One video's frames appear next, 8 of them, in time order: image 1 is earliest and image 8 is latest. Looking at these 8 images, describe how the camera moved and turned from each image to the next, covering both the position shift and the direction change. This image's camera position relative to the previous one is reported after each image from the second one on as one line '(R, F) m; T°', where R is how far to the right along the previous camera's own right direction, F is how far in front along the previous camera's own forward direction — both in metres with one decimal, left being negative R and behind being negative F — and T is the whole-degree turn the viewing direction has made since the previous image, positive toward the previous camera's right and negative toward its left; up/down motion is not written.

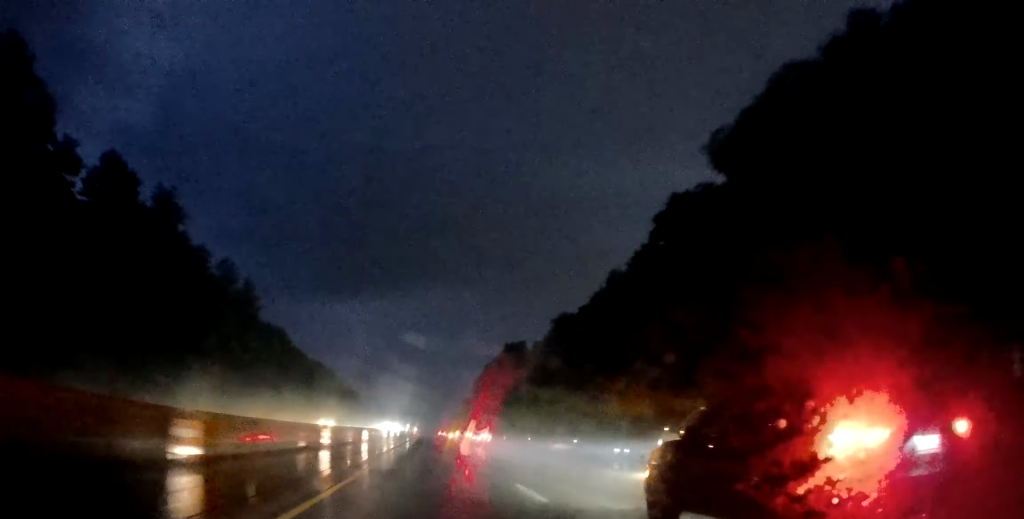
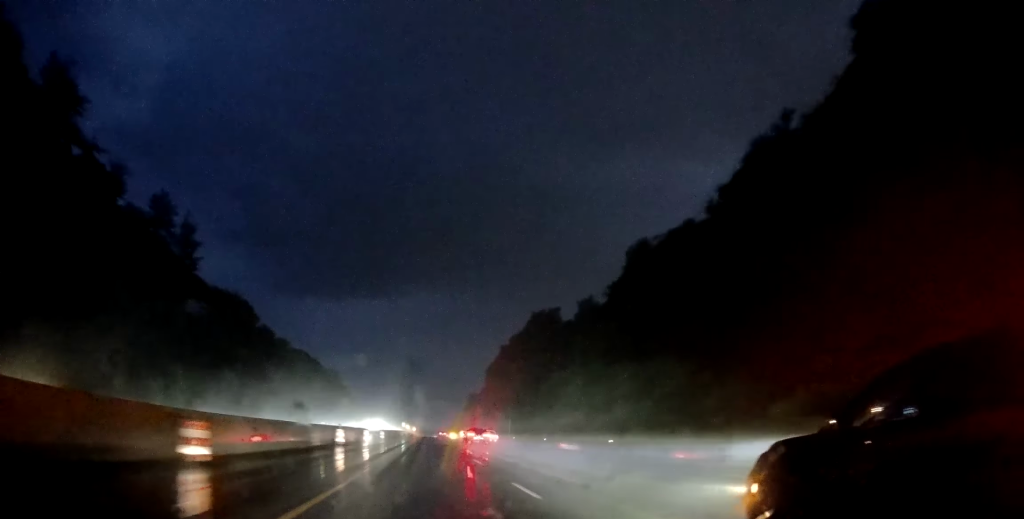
(-0.1, +36.2) m; 0°
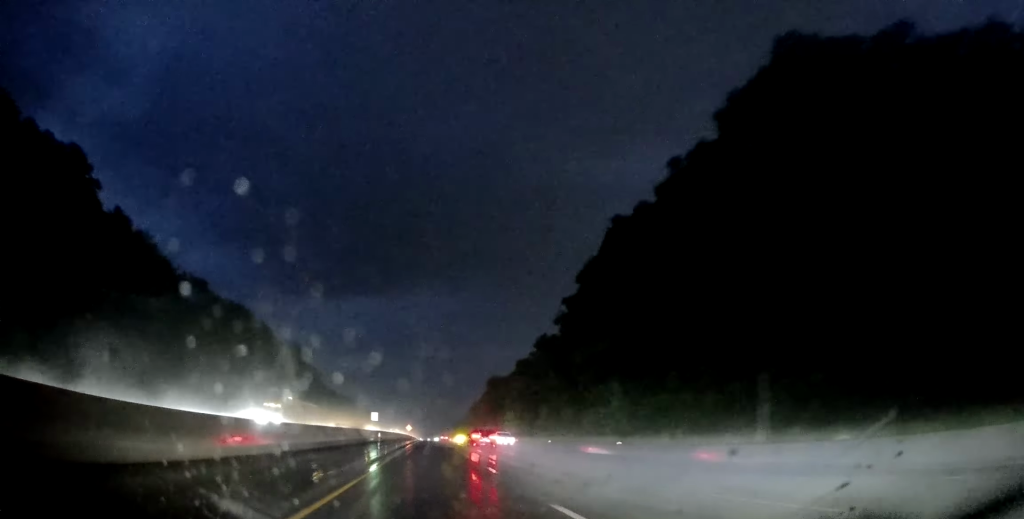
(-0.3, +76.7) m; 0°
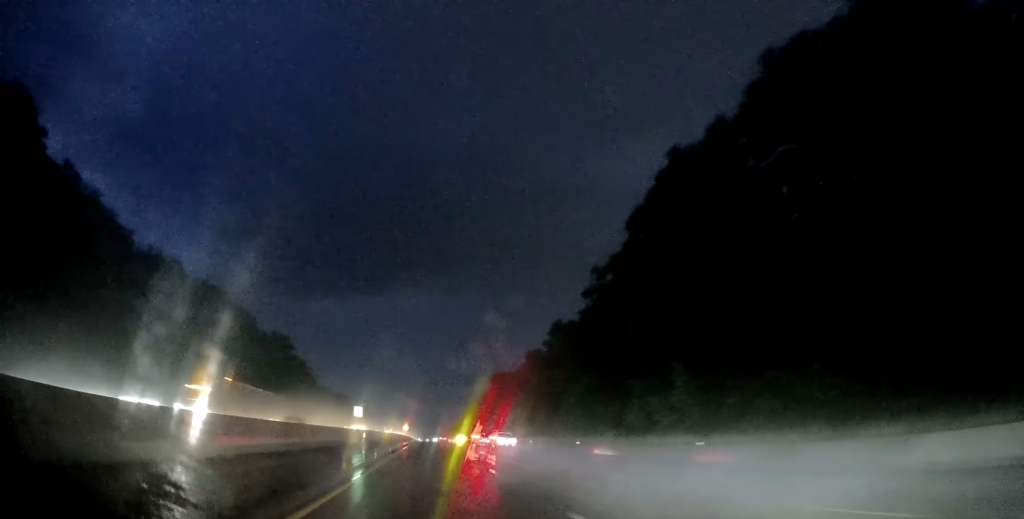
(0.0, +13.2) m; 0°
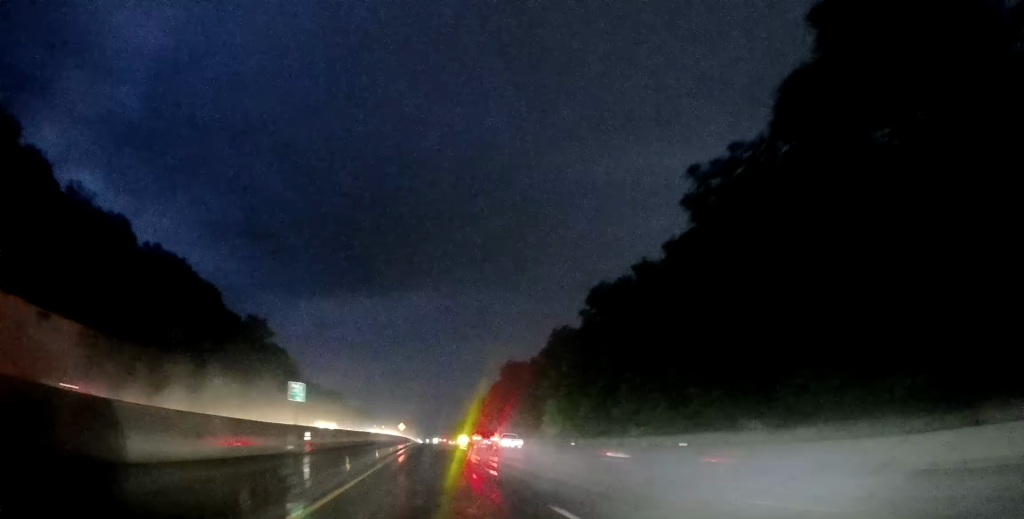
(0.0, +22.2) m; +1°
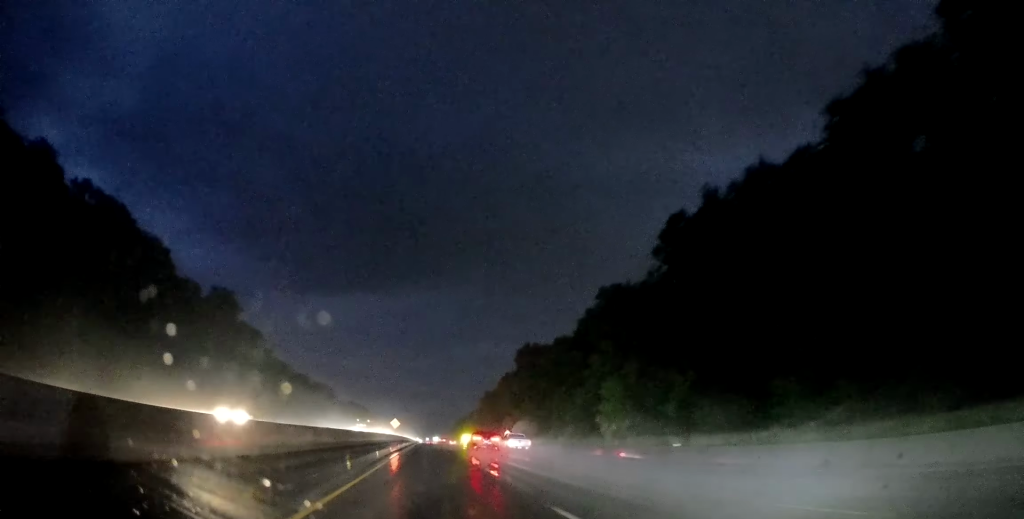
(+0.1, +23.2) m; 0°
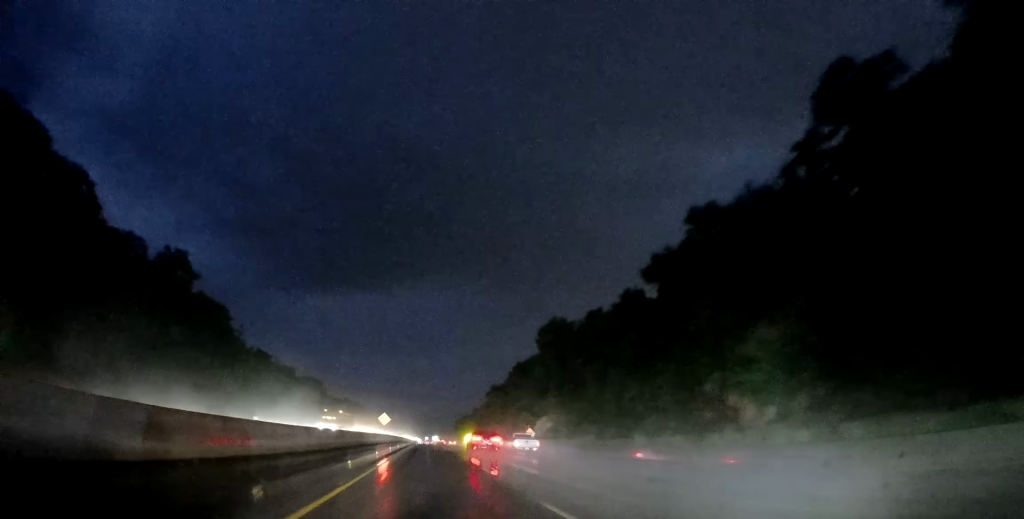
(+0.3, +22.3) m; 0°
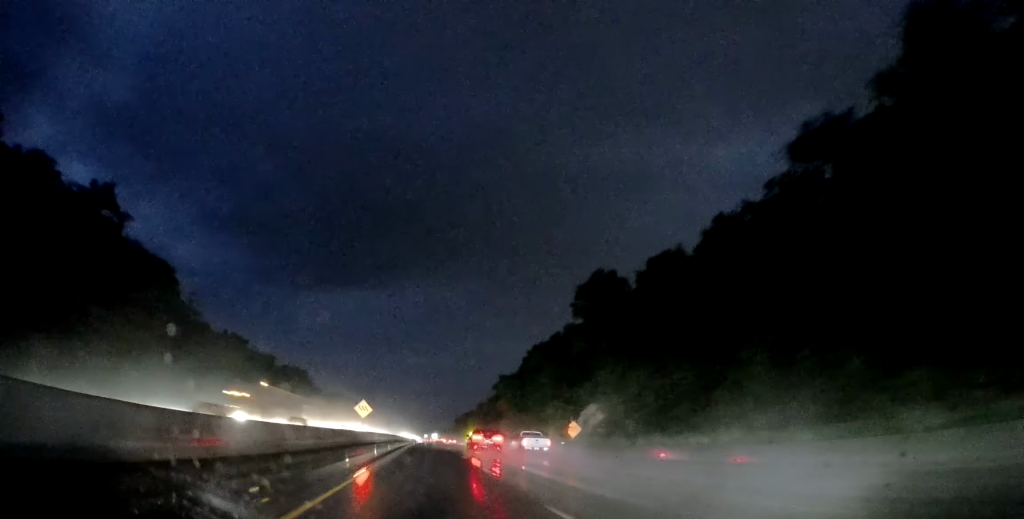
(-0.4, +23.4) m; -1°
